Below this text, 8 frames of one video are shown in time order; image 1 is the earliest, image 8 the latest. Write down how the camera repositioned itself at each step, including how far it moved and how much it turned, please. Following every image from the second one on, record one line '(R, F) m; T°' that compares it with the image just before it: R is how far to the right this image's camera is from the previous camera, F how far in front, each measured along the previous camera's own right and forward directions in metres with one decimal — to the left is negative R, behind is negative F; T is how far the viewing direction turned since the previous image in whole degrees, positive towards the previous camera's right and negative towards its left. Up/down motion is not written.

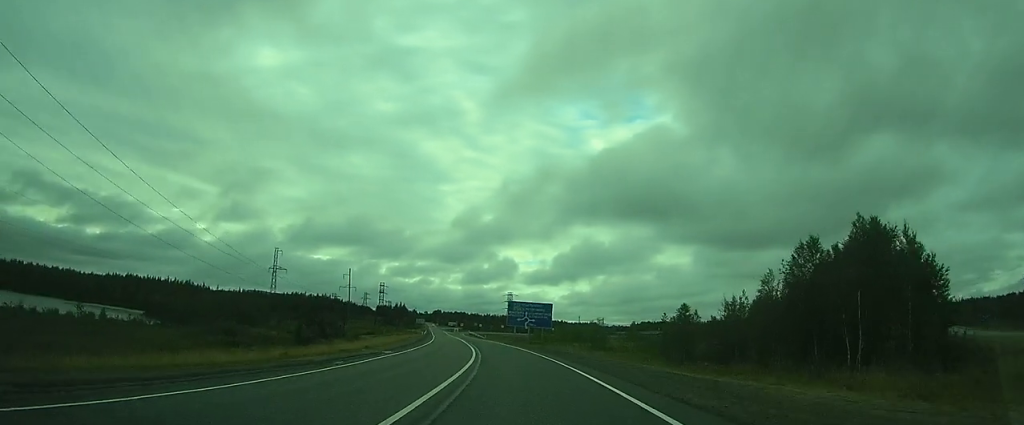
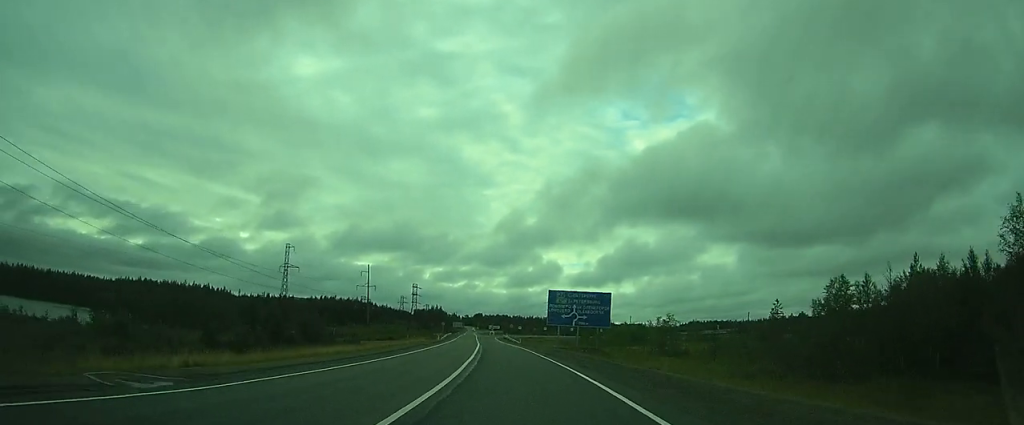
(-1.4, +22.9) m; -8°
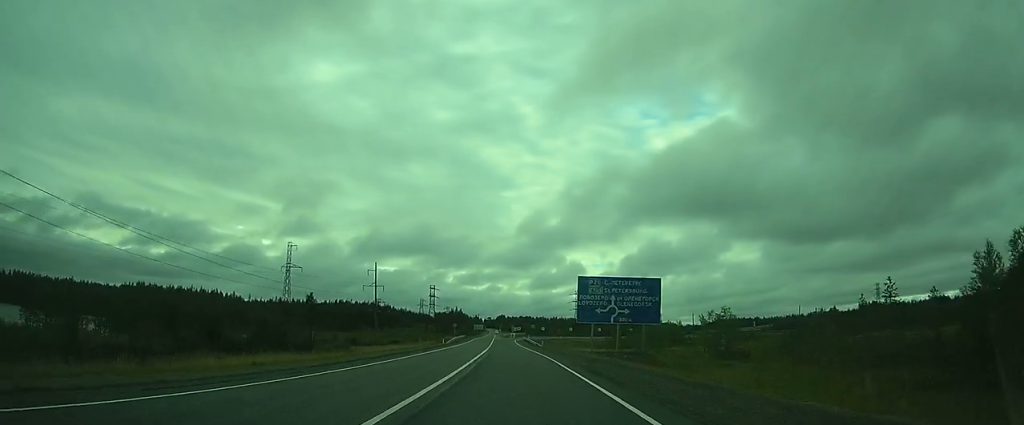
(-0.6, +13.7) m; -2°
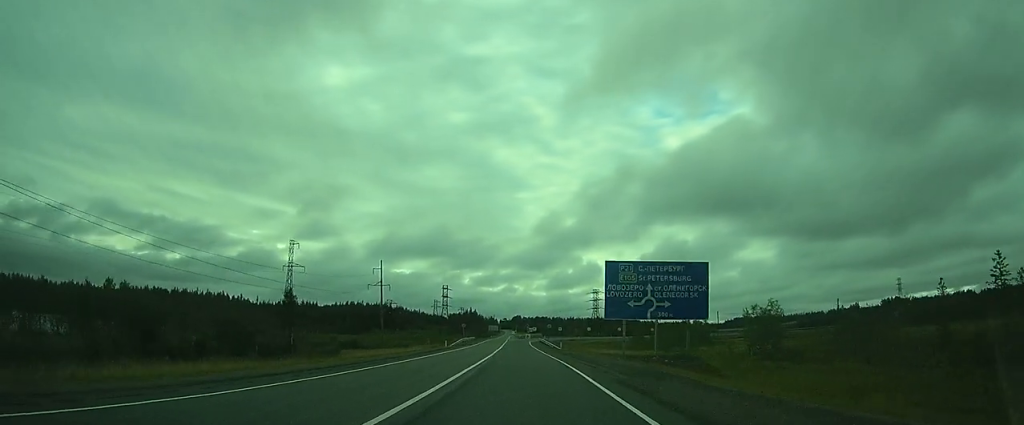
(-0.2, +8.7) m; 0°
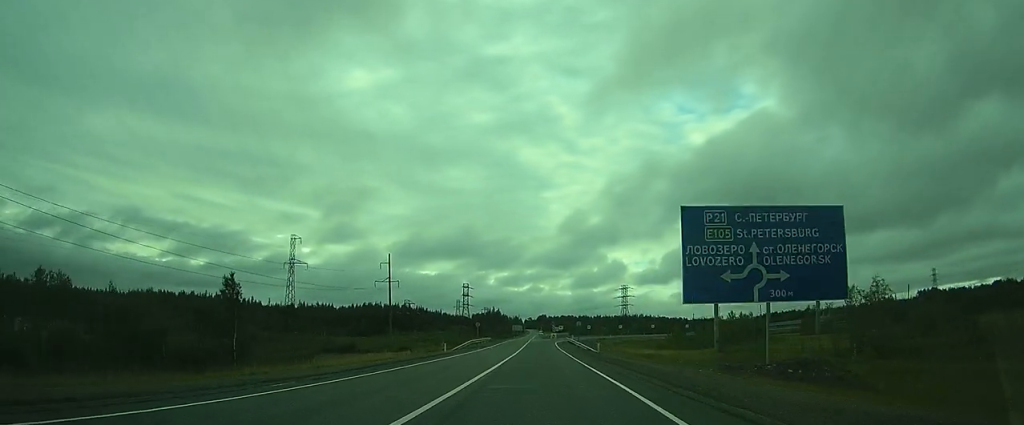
(+0.3, +14.5) m; +1°
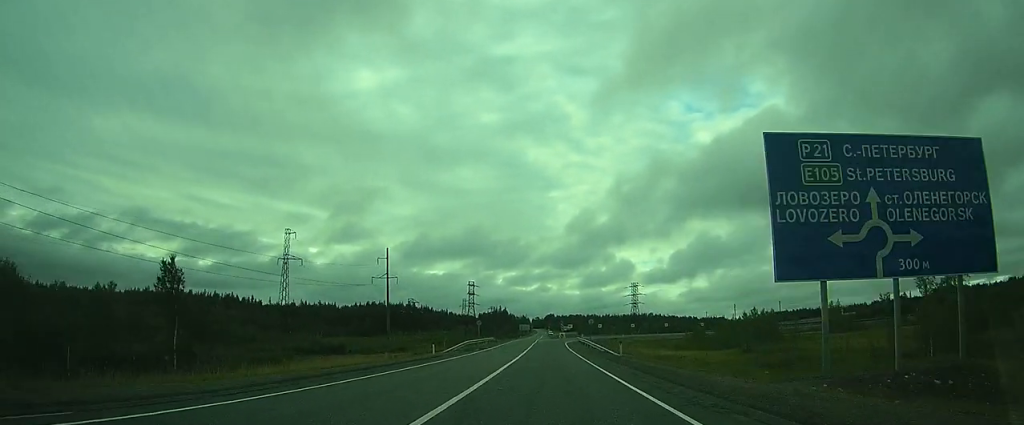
(0.0, +8.0) m; 0°
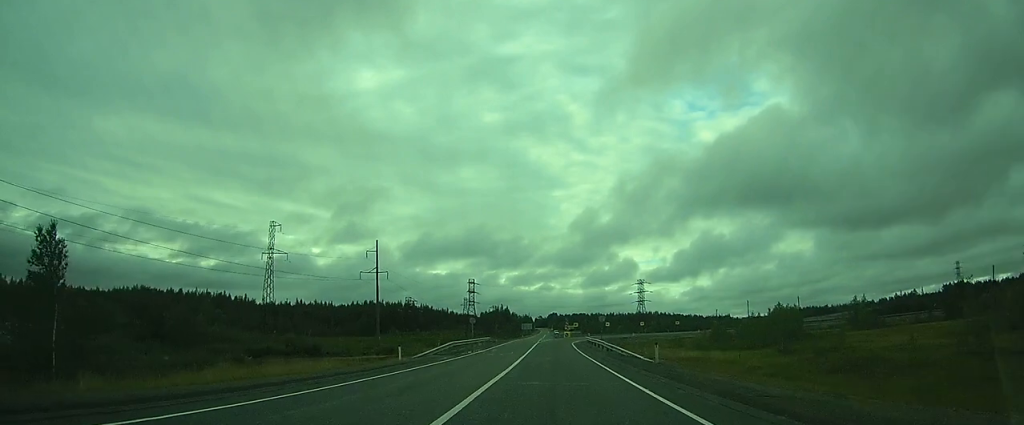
(0.0, +9.9) m; 0°
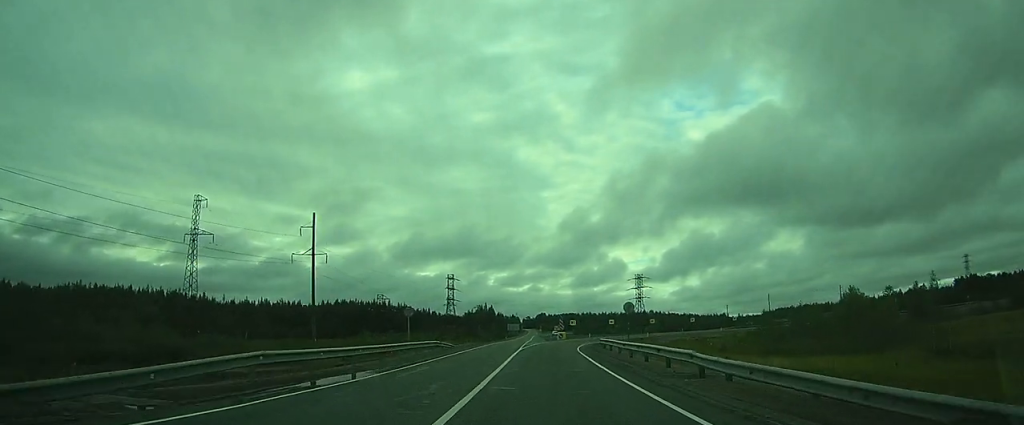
(0.0, +27.6) m; 0°
